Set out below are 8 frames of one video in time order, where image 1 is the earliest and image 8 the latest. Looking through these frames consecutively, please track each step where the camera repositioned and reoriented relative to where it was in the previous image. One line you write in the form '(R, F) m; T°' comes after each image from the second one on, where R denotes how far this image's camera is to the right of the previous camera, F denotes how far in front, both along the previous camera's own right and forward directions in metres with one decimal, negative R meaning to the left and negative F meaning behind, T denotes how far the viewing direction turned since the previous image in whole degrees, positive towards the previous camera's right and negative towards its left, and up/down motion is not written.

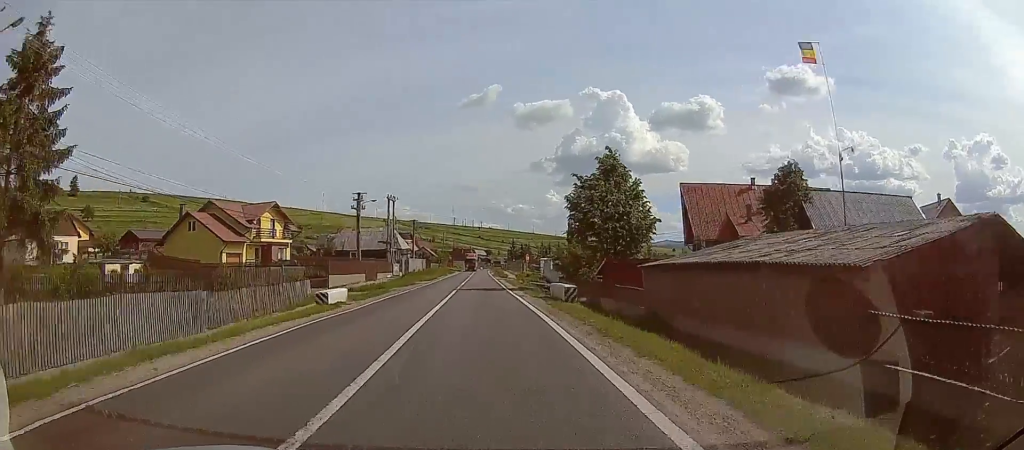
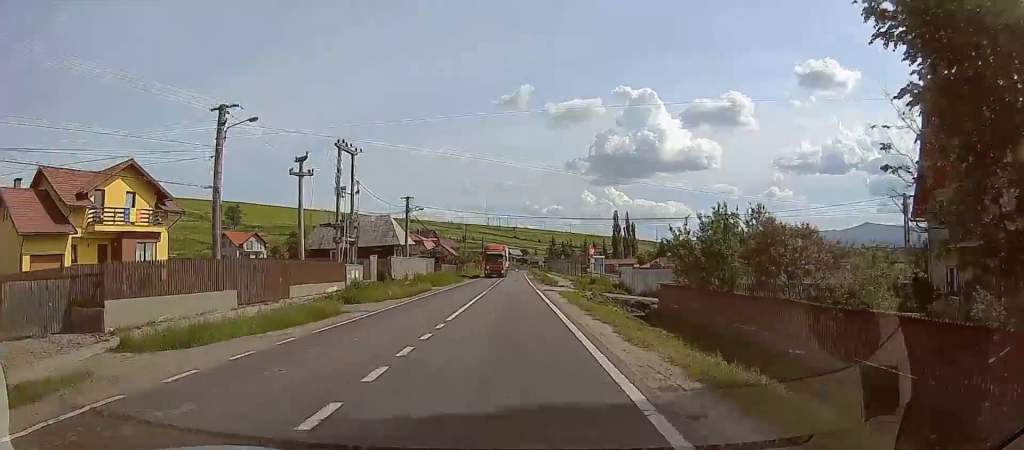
(-1.3, +29.7) m; -5°
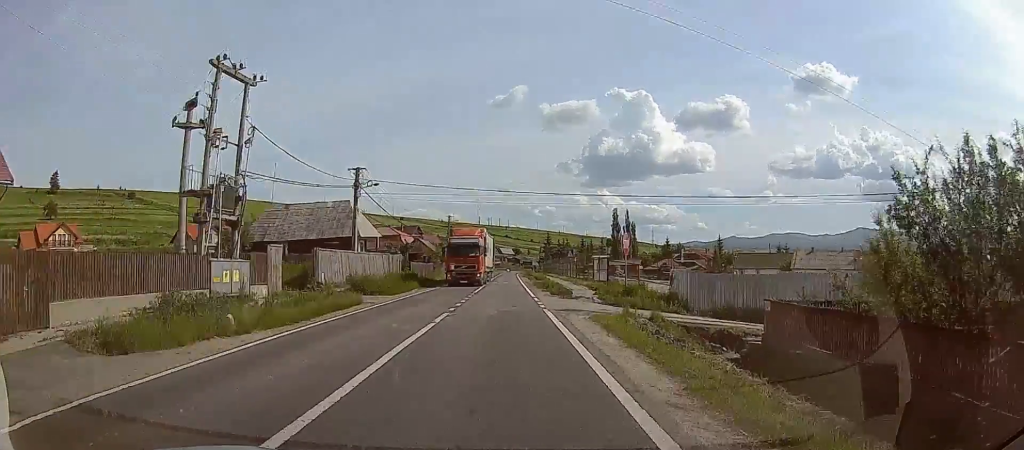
(-0.3, +16.2) m; 0°
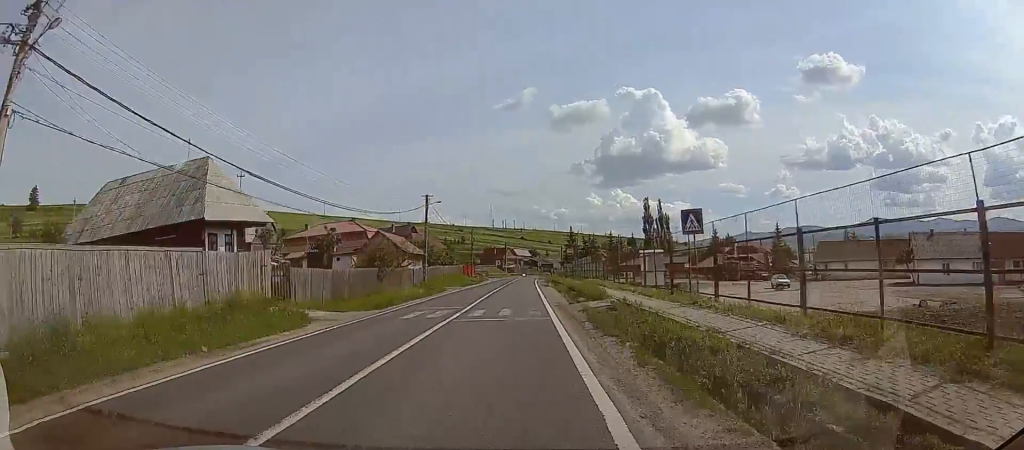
(+0.3, +30.0) m; 0°
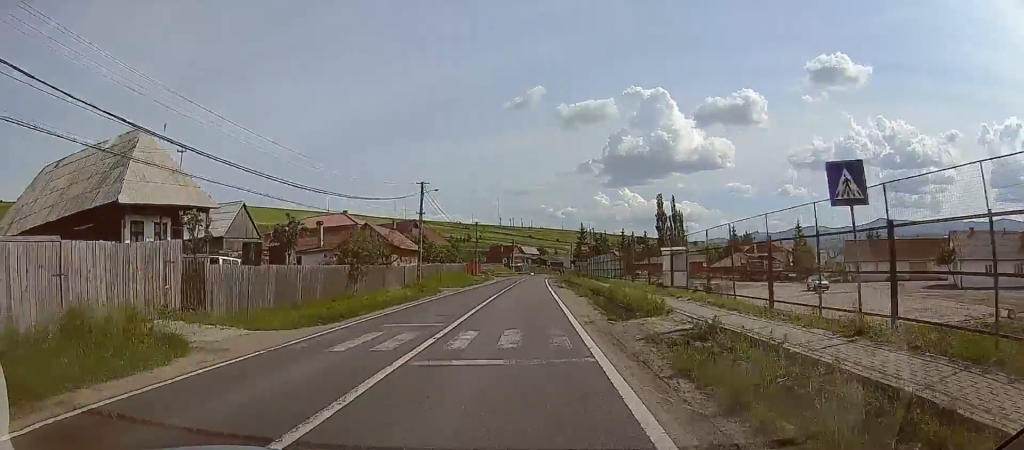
(0.0, +7.2) m; 0°
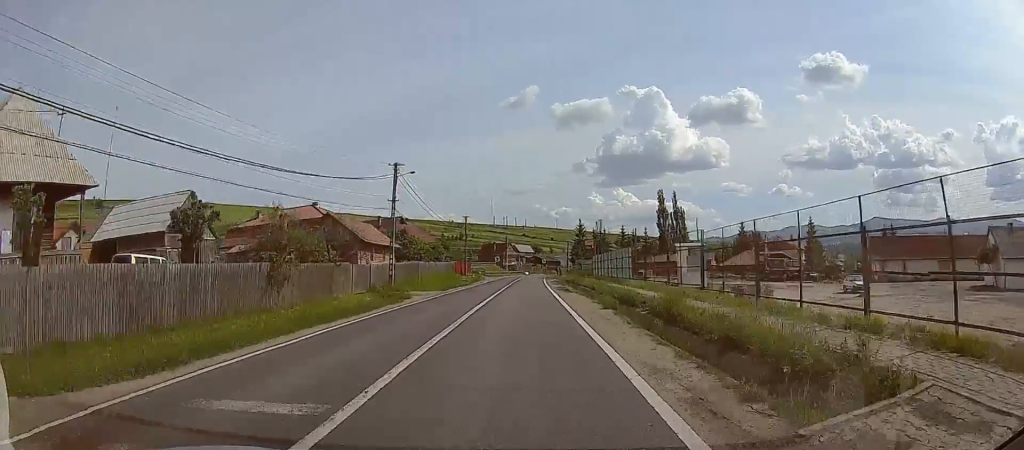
(-0.1, +9.0) m; 0°
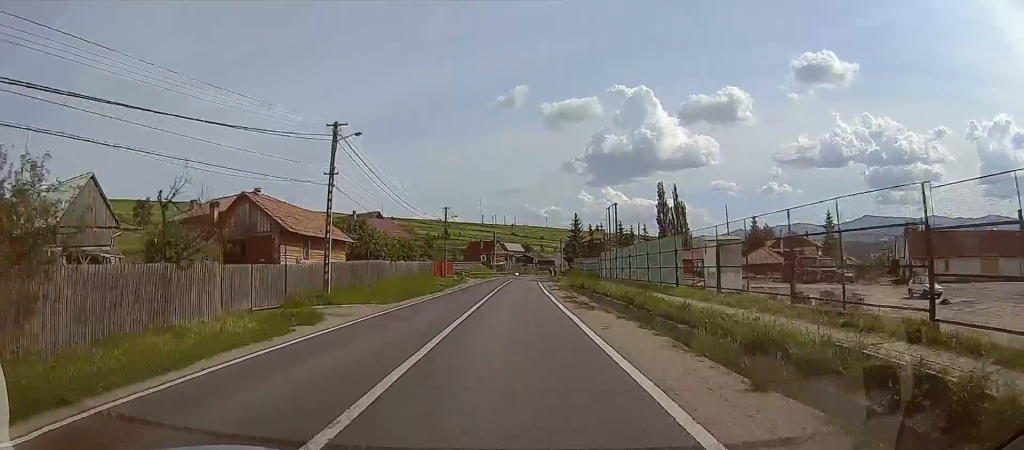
(0.0, +11.8) m; +1°
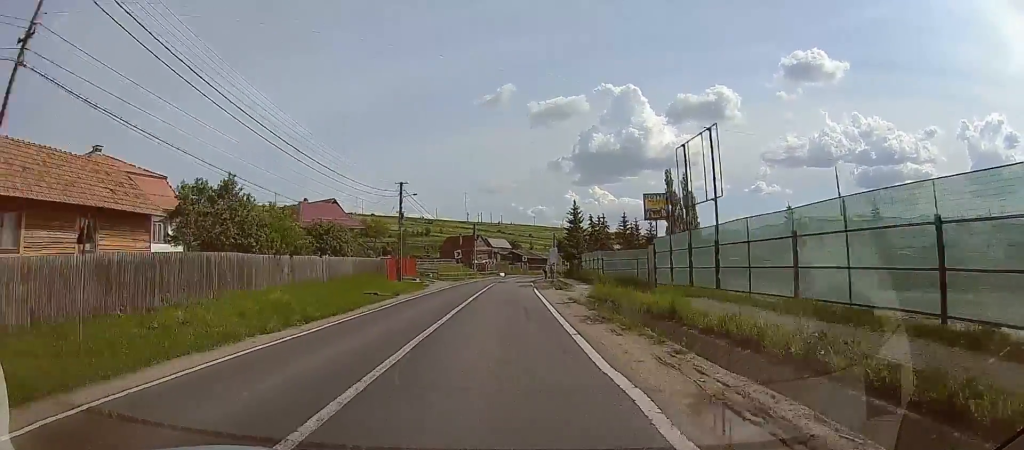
(+0.4, +19.7) m; +2°
